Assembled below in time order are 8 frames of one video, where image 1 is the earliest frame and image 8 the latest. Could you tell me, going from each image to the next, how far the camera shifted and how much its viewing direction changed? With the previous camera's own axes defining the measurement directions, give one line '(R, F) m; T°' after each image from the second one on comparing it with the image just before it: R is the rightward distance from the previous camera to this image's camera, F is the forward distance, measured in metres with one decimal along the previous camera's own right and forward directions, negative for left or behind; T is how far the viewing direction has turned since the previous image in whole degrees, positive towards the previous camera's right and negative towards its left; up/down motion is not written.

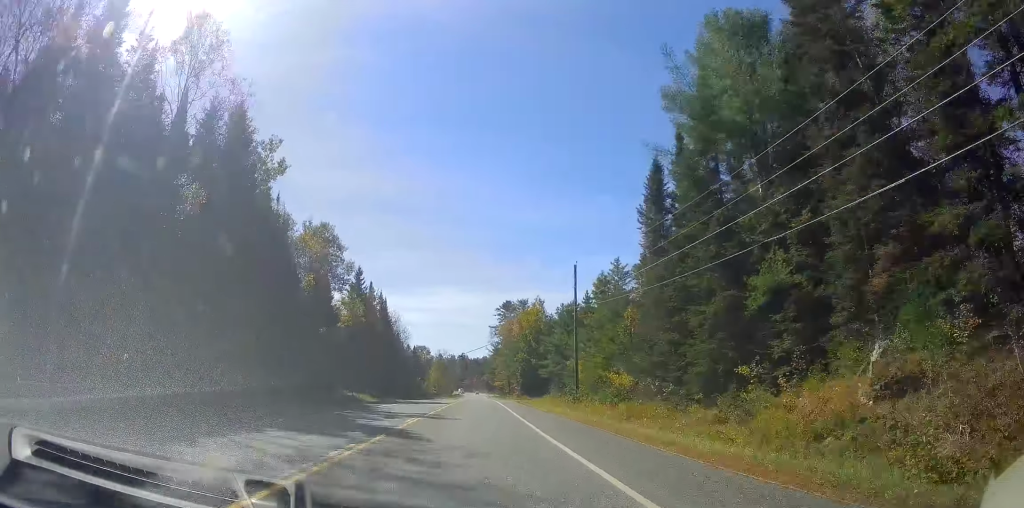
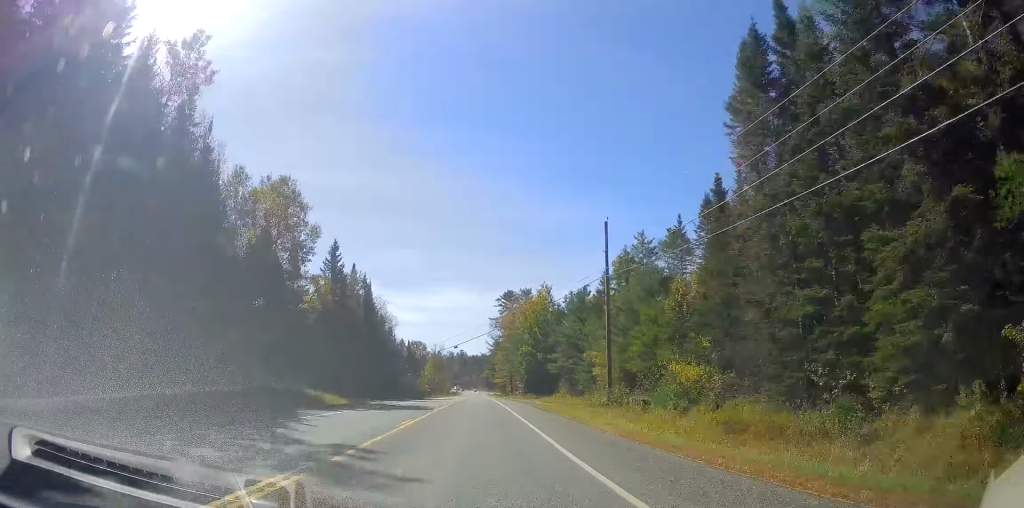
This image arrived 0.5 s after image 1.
(+0.2, +13.7) m; 0°
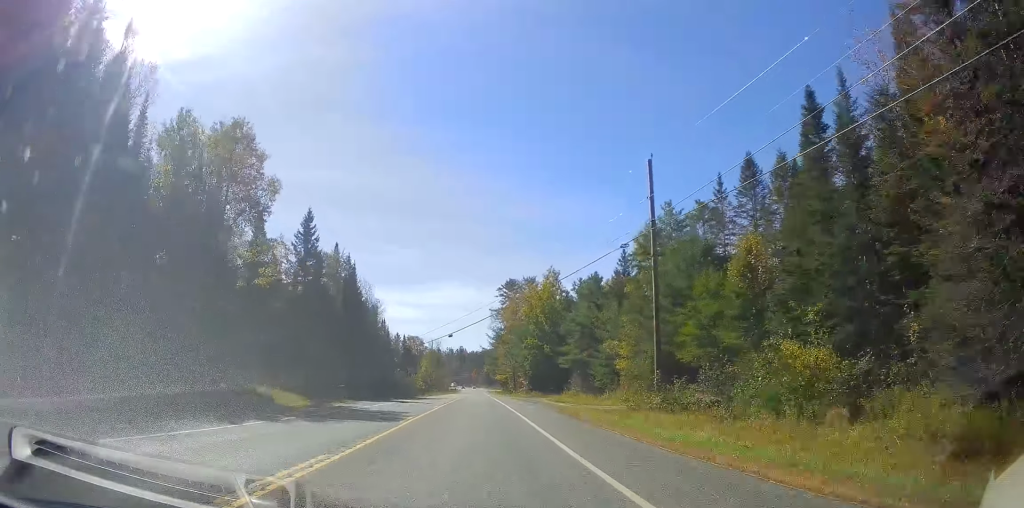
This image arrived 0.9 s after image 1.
(+0.1, +10.9) m; 0°
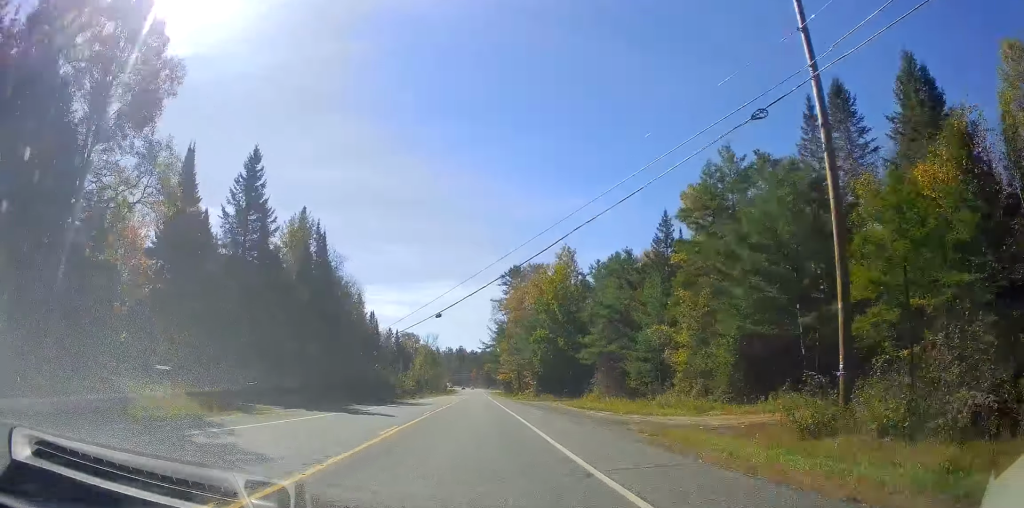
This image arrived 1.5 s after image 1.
(-0.2, +15.4) m; 0°
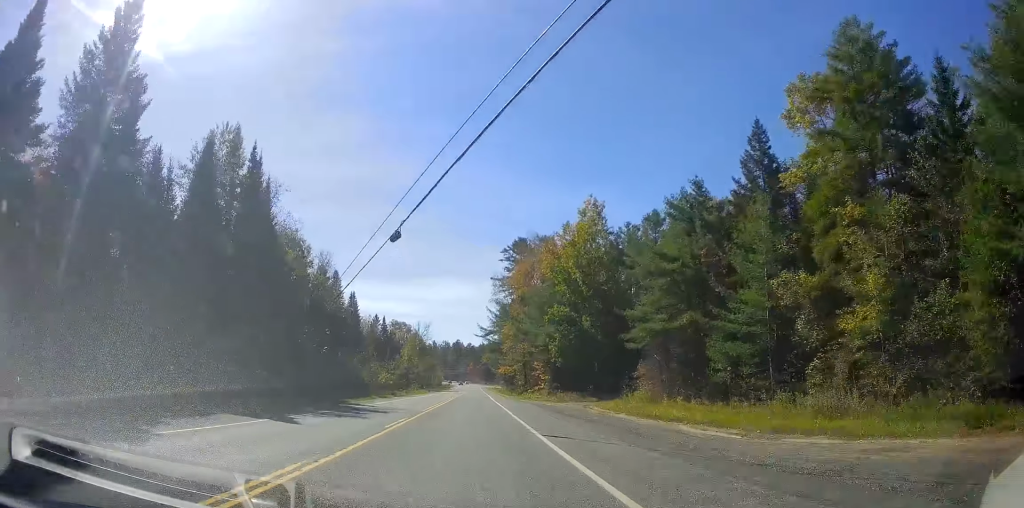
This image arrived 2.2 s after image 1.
(-0.1, +19.0) m; 0°
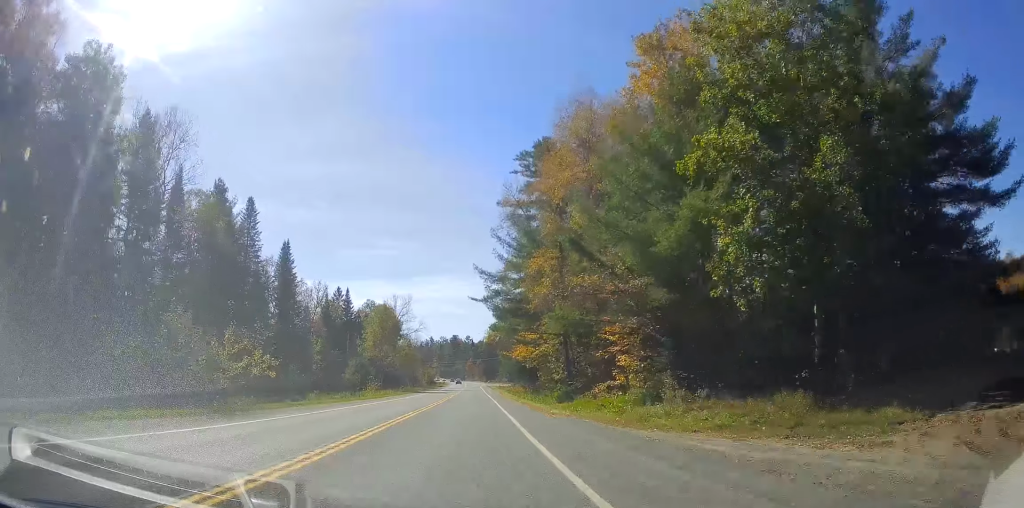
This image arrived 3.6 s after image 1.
(+0.3, +39.3) m; 0°
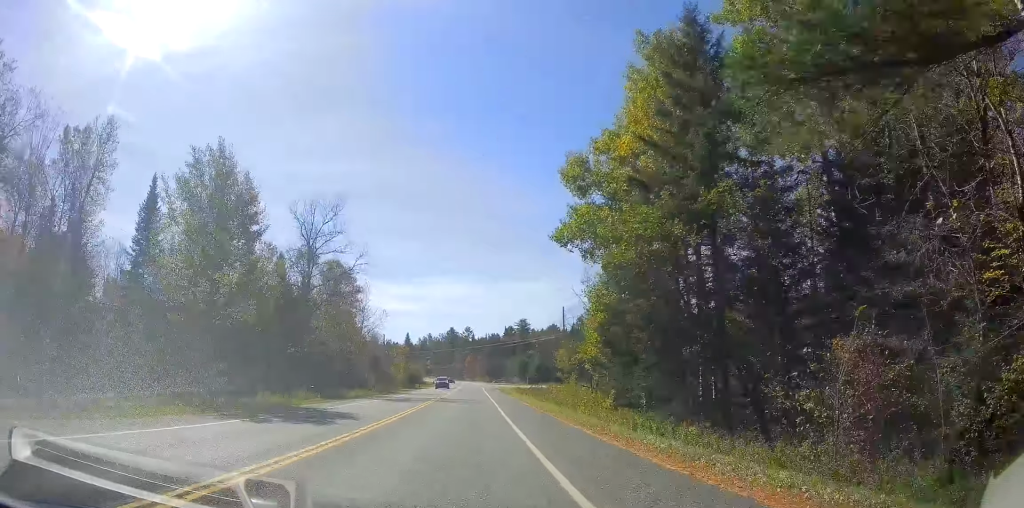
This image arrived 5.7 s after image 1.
(-0.7, +54.1) m; +1°
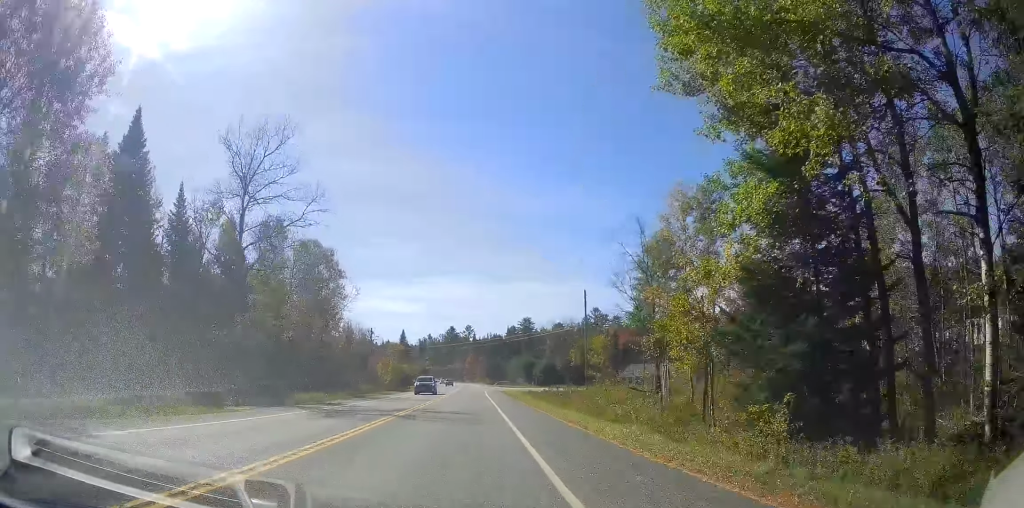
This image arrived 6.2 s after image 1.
(+0.3, +15.0) m; 0°
